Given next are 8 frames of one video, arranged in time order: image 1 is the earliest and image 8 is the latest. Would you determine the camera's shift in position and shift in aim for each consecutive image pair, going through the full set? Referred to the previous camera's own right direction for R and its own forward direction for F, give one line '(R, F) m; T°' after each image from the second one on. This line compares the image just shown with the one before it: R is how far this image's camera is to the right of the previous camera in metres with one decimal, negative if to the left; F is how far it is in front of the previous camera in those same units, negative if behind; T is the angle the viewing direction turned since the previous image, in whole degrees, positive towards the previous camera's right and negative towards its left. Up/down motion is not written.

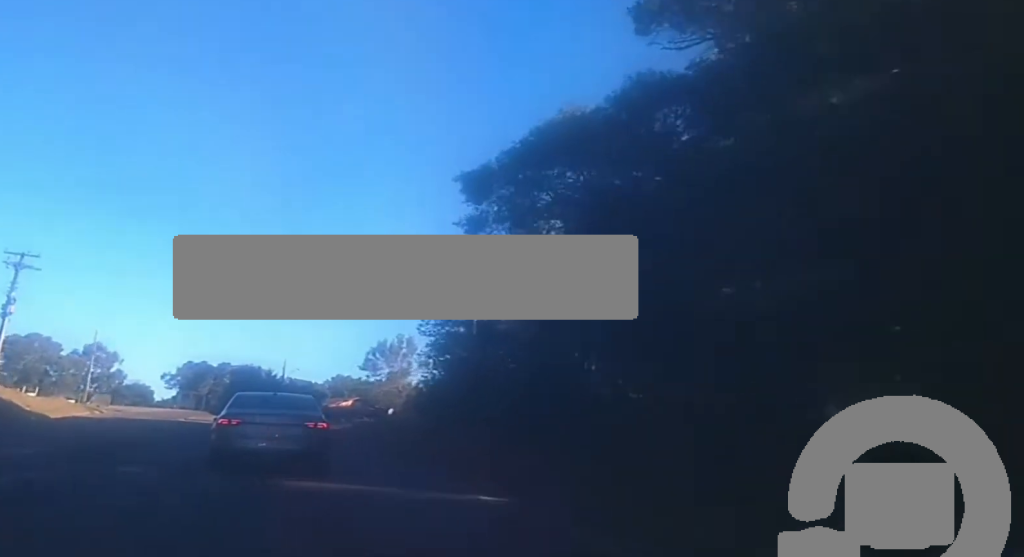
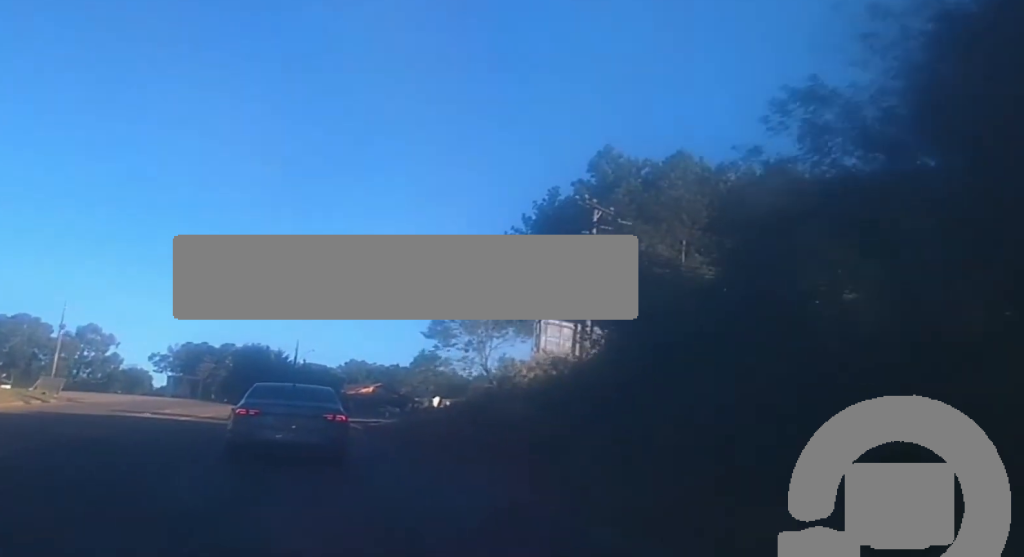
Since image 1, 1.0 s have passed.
(-0.5, +19.8) m; 0°
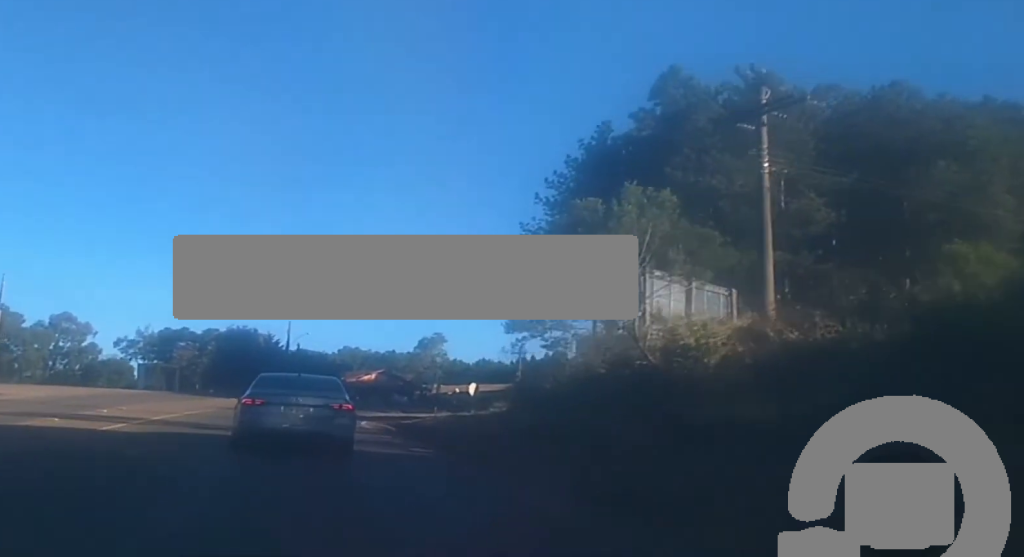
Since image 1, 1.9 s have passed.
(+0.3, +16.0) m; +1°
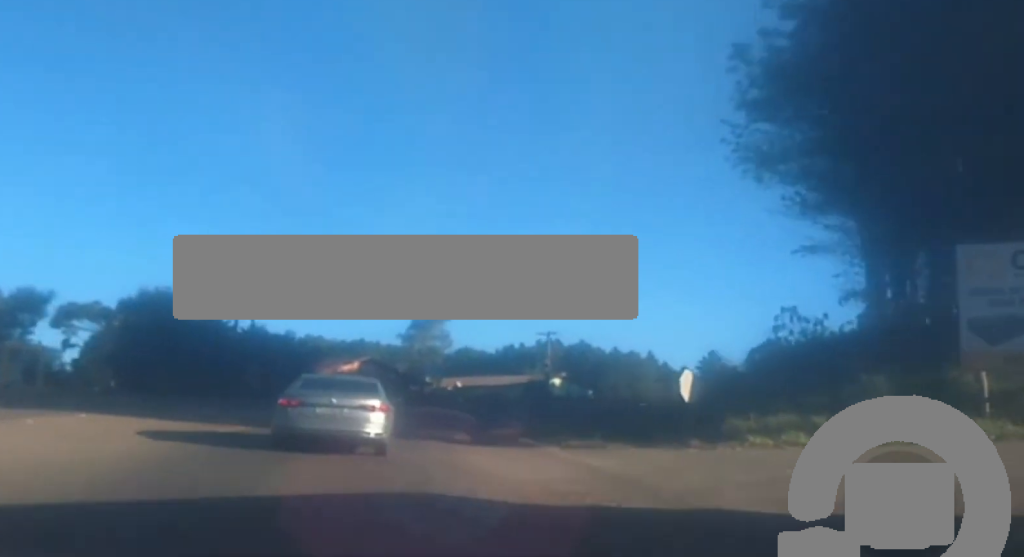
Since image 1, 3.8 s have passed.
(+0.1, +32.6) m; +1°
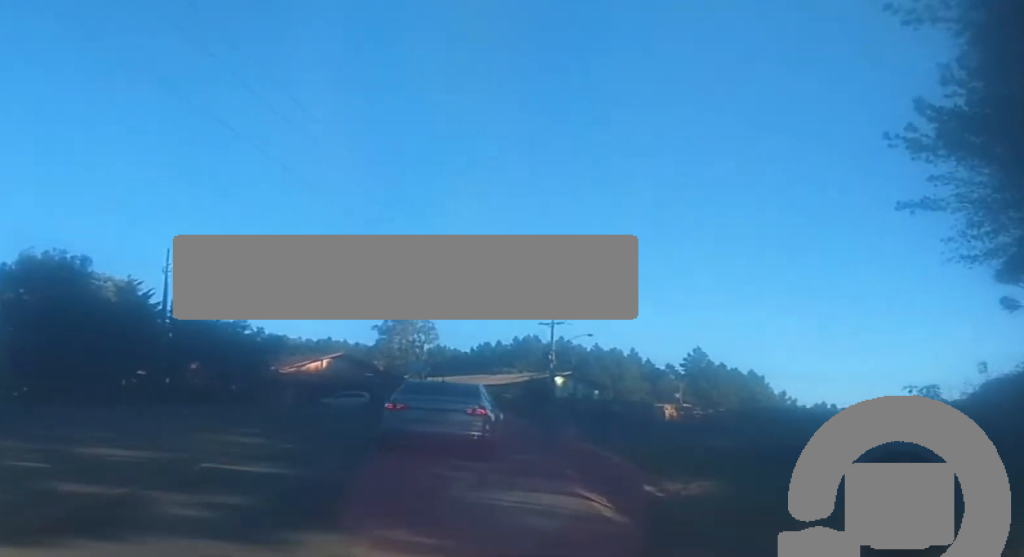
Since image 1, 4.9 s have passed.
(+0.5, +18.0) m; +4°
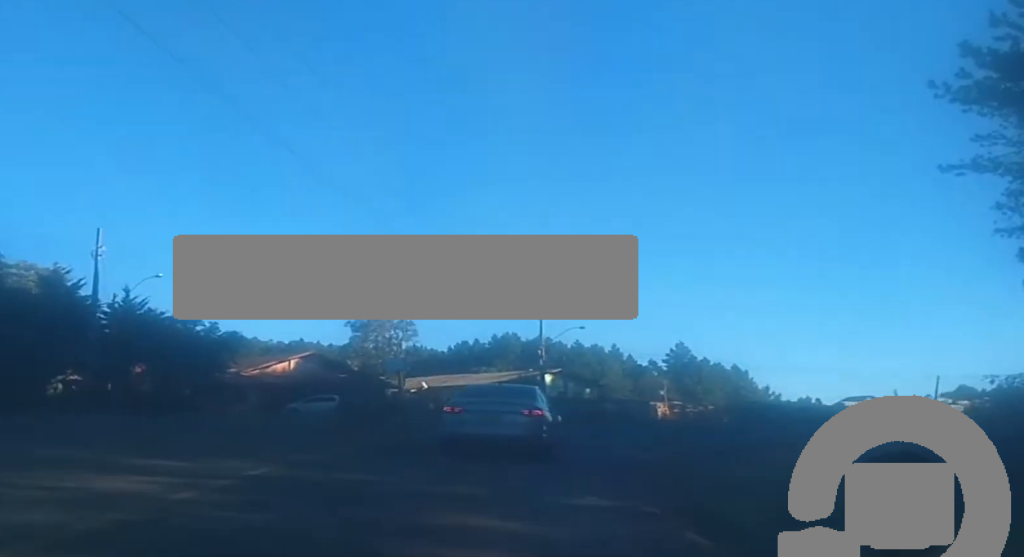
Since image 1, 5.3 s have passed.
(0.0, +7.5) m; +3°
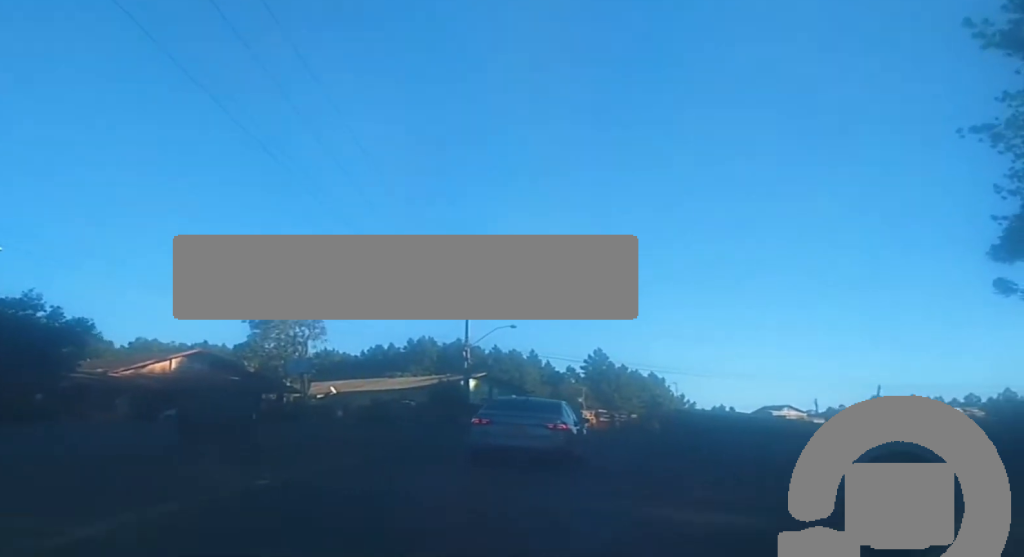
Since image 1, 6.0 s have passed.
(+0.4, +10.1) m; +4°
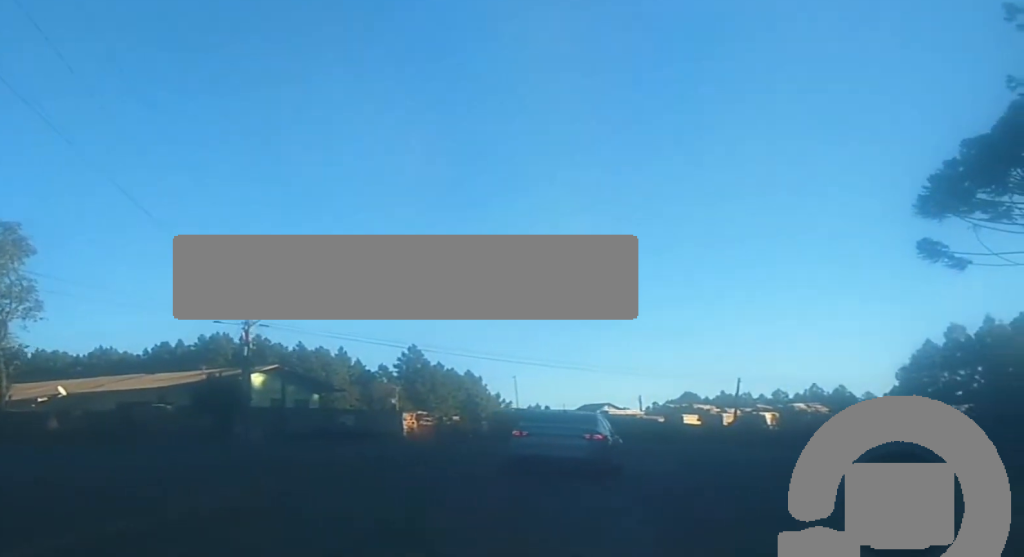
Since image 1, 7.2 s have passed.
(+1.6, +20.1) m; +10°
